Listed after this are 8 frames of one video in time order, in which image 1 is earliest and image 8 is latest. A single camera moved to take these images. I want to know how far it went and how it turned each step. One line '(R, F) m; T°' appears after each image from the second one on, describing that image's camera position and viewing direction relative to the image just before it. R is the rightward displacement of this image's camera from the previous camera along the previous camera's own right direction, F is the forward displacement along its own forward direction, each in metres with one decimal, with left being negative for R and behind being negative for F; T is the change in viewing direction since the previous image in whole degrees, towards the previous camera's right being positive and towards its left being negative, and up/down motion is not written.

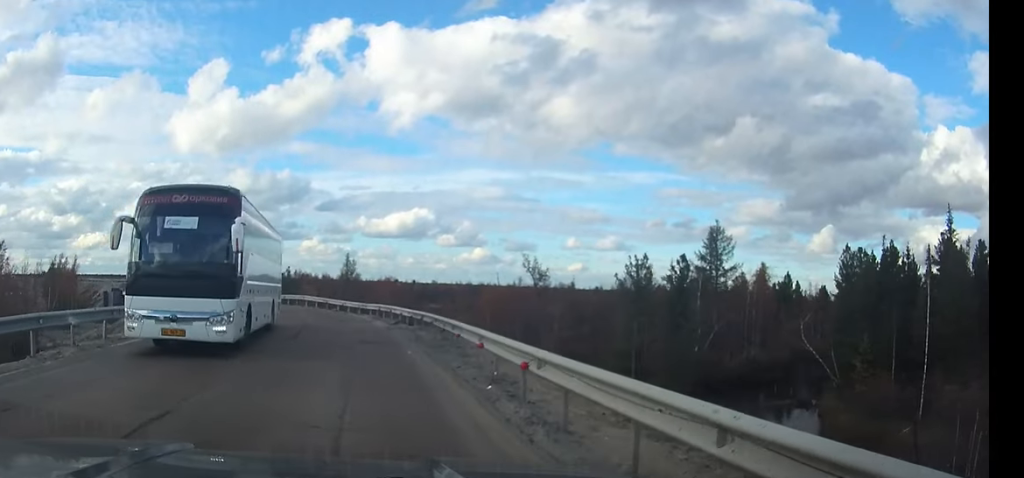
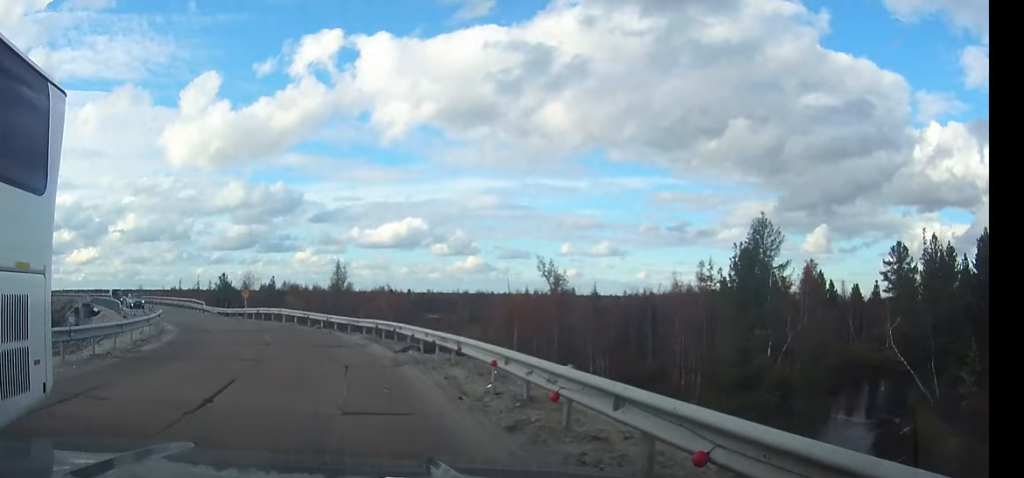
(0.0, +10.2) m; -3°
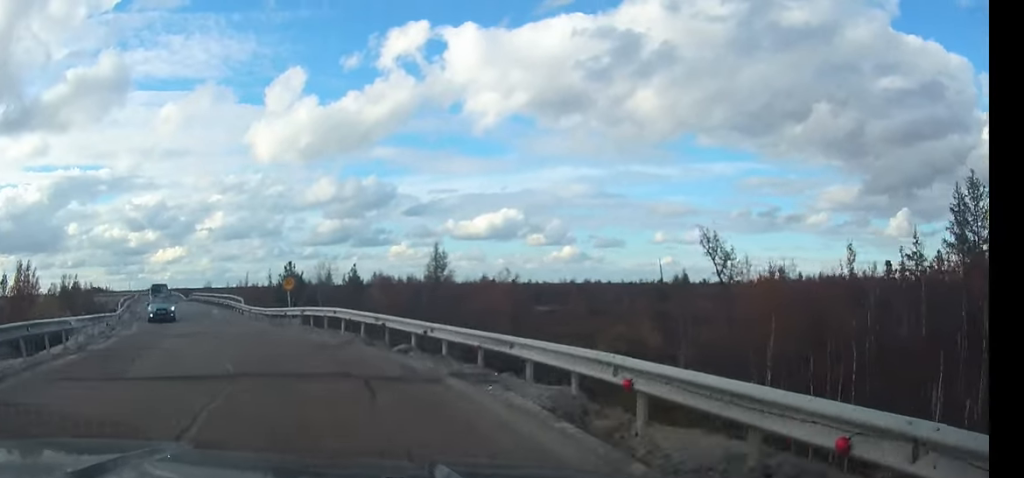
(-1.8, +18.4) m; -11°
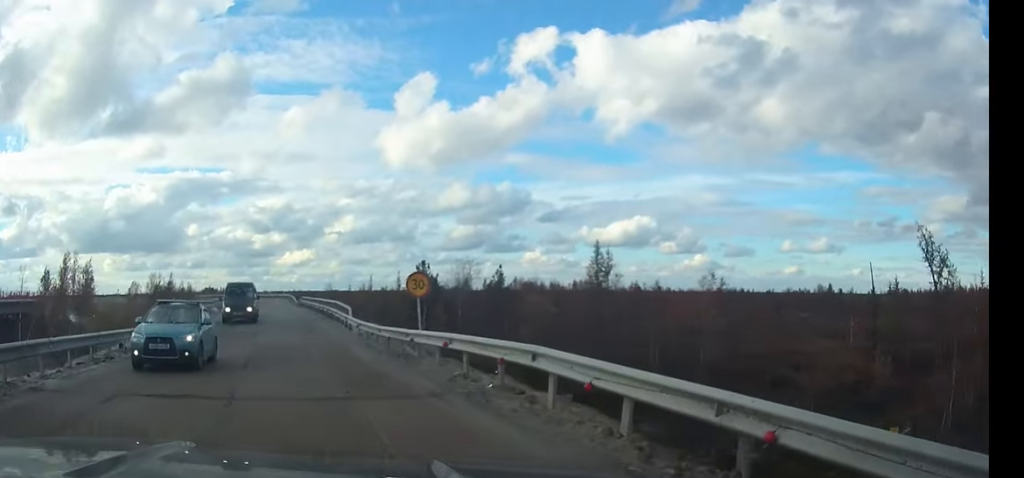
(-0.9, +12.5) m; -9°
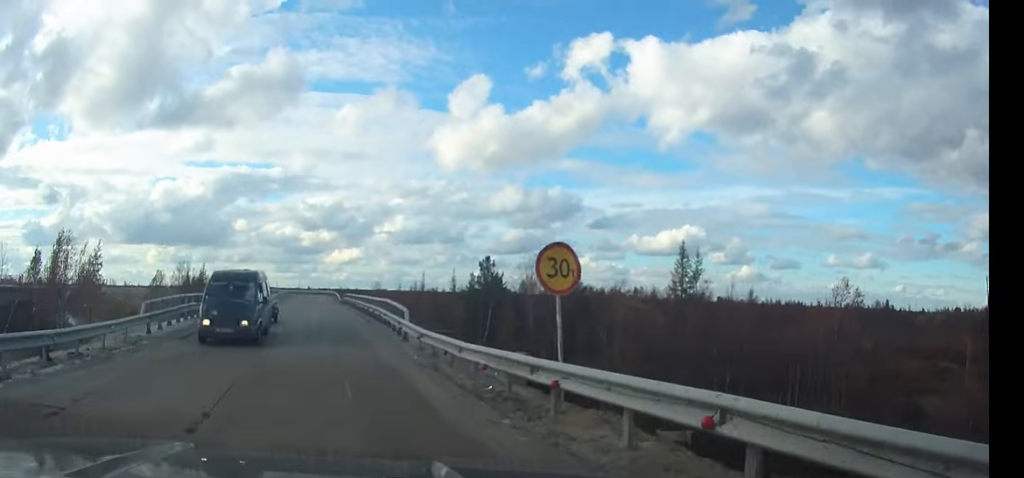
(-0.5, +8.6) m; -4°
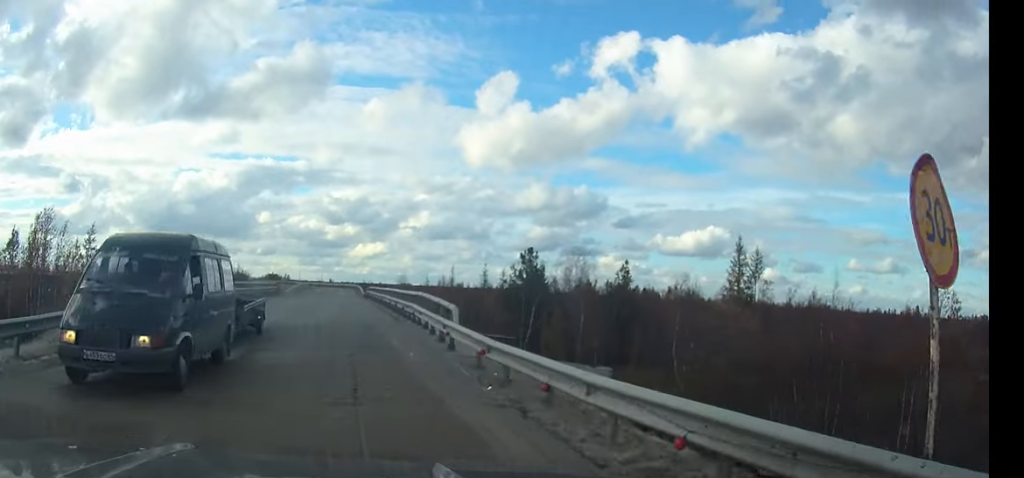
(-0.1, +6.0) m; -2°
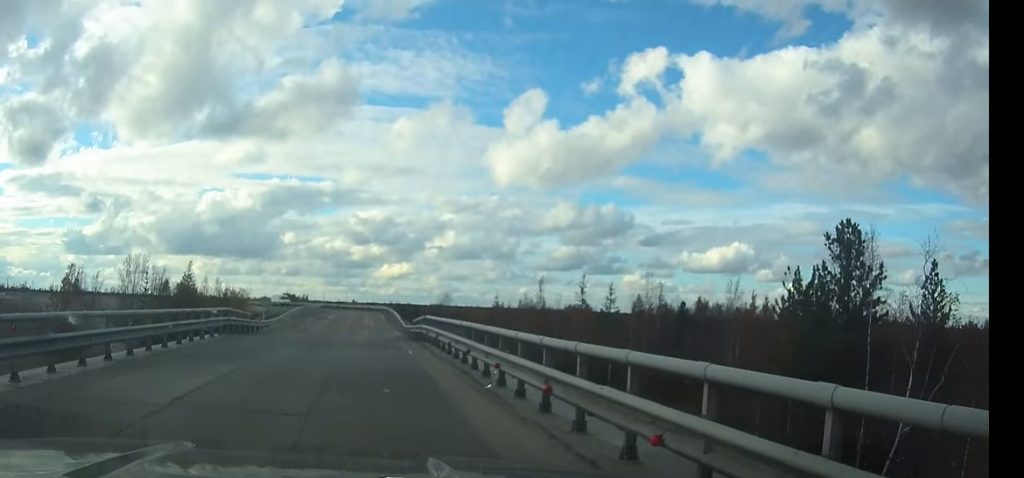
(-0.5, +30.3) m; -1°
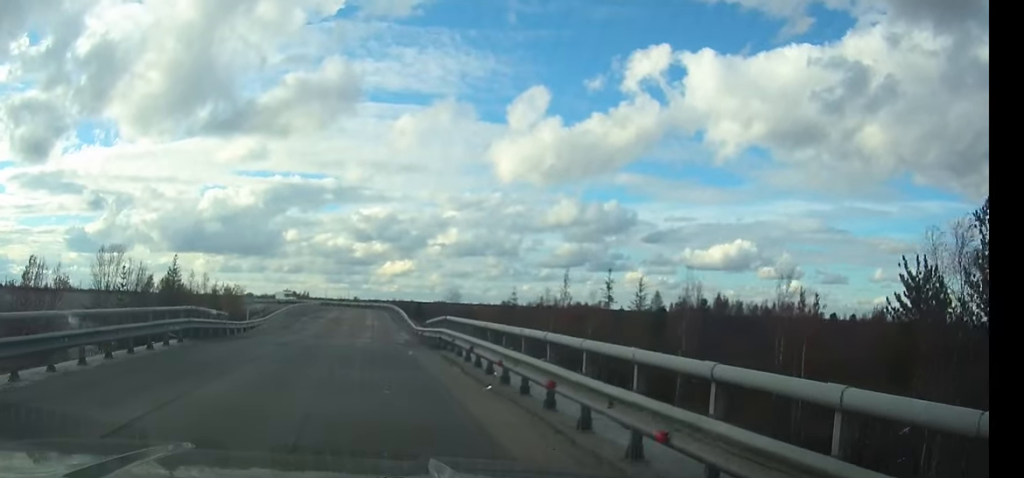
(0.0, +6.2) m; 0°
